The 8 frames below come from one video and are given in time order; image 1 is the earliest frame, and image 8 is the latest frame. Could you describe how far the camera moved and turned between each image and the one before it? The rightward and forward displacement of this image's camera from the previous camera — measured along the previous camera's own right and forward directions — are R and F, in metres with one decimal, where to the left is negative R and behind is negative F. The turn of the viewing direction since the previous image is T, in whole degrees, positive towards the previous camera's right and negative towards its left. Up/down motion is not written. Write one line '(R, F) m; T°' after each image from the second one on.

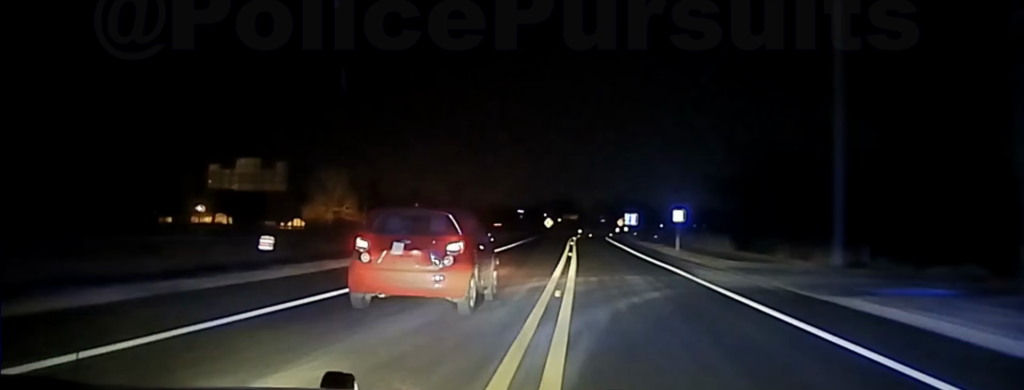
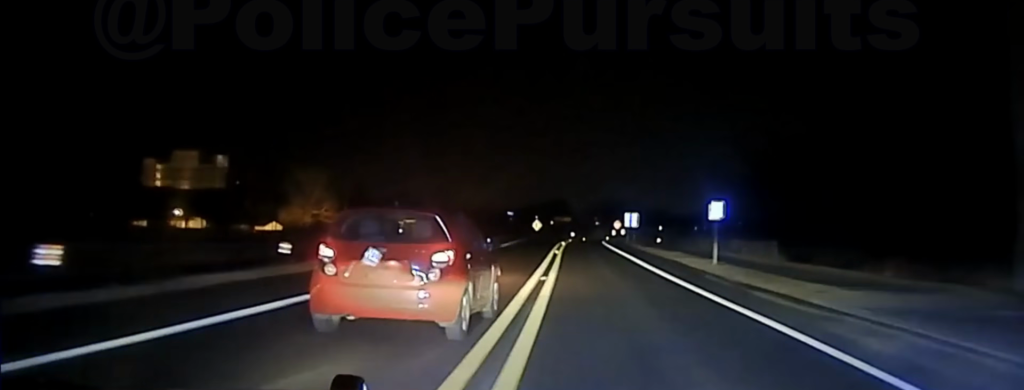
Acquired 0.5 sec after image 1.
(0.0, +16.2) m; 0°
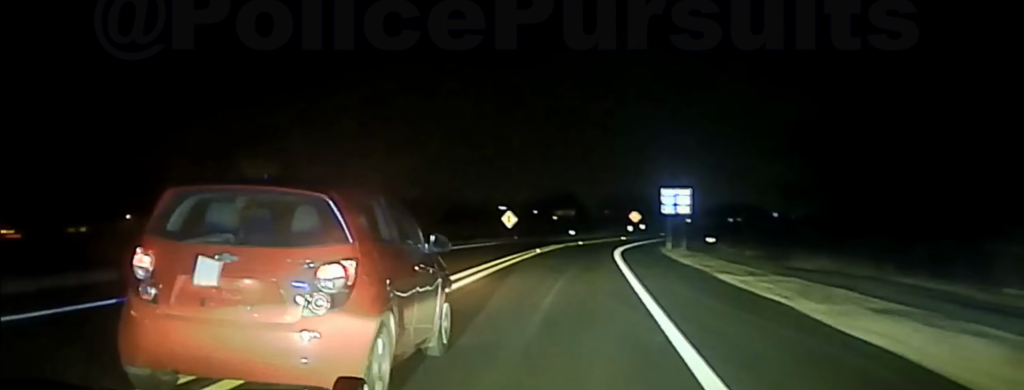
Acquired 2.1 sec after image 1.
(+0.3, +51.3) m; +1°
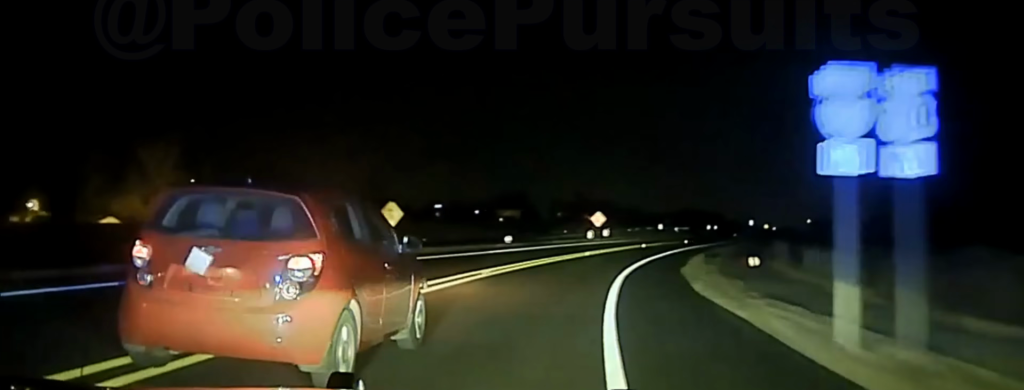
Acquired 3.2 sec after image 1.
(+0.6, +38.1) m; +4°
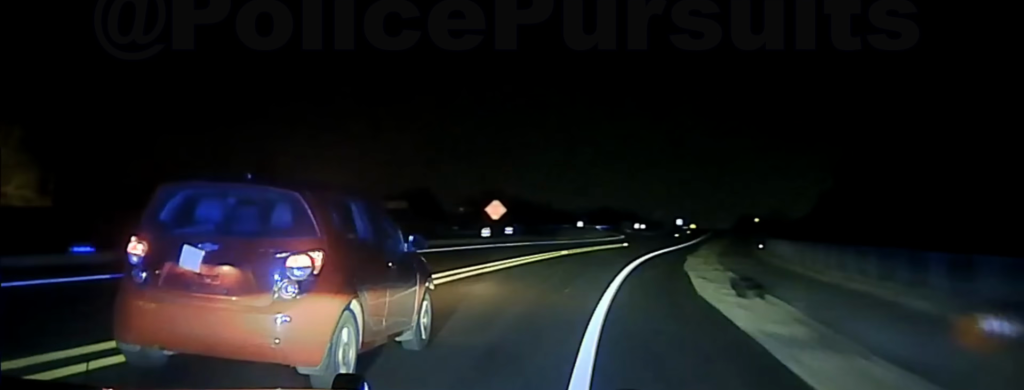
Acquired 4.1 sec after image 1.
(+1.6, +33.6) m; +6°
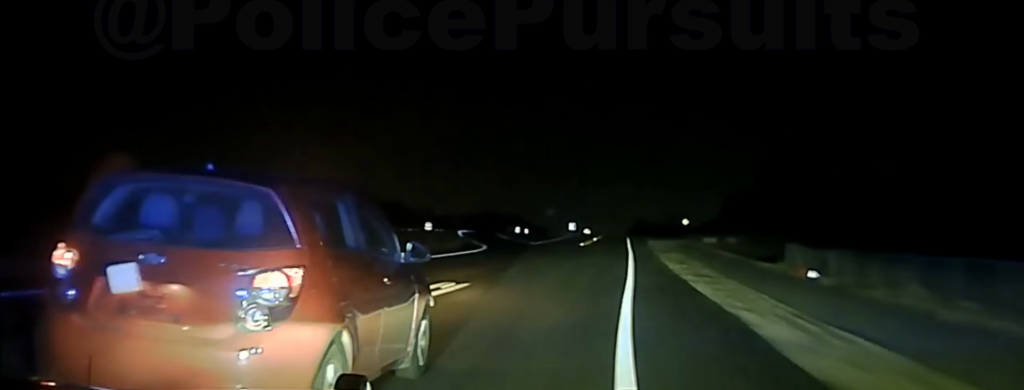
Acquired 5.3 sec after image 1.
(+3.4, +52.2) m; +4°
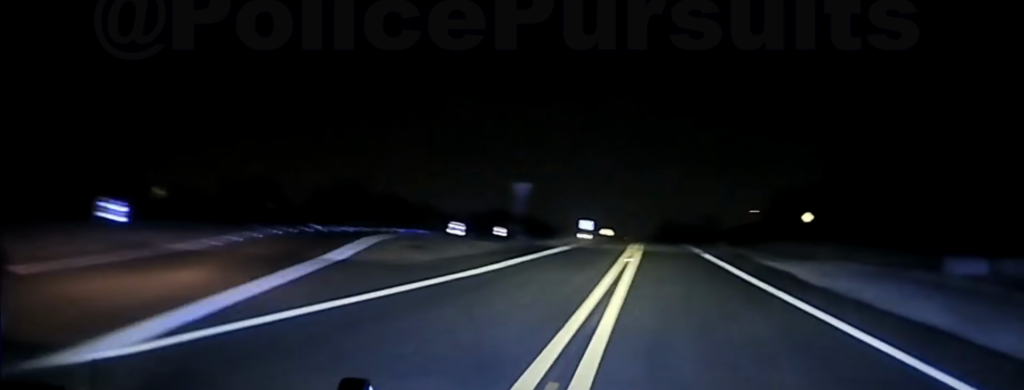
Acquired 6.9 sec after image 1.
(-0.5, +57.1) m; +1°
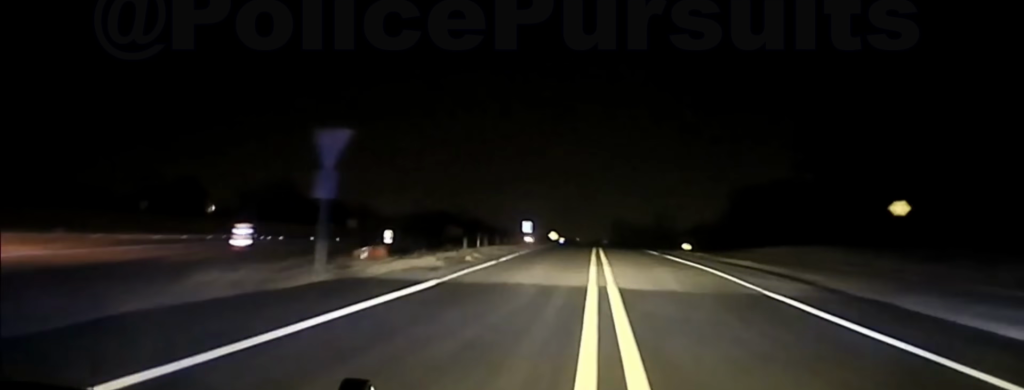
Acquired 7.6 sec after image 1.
(+0.1, +23.1) m; +2°
